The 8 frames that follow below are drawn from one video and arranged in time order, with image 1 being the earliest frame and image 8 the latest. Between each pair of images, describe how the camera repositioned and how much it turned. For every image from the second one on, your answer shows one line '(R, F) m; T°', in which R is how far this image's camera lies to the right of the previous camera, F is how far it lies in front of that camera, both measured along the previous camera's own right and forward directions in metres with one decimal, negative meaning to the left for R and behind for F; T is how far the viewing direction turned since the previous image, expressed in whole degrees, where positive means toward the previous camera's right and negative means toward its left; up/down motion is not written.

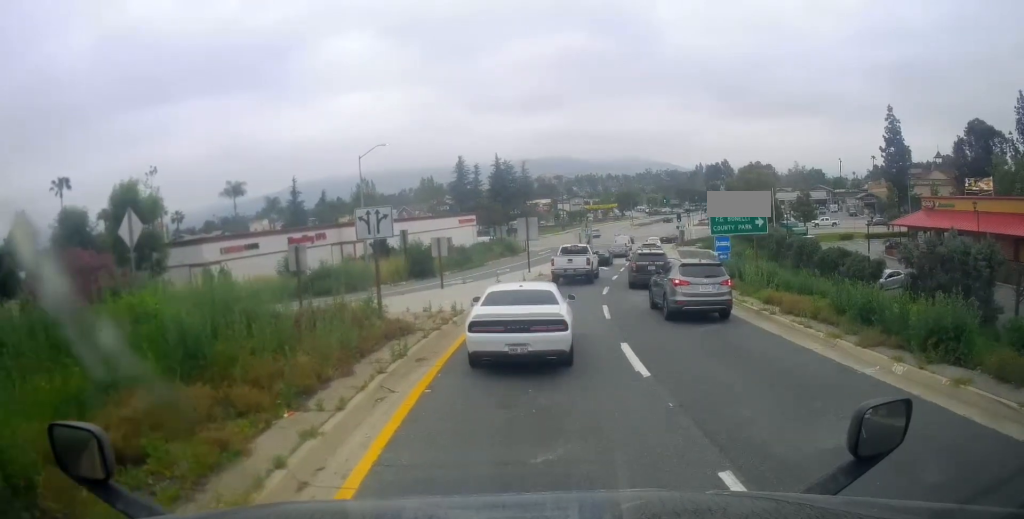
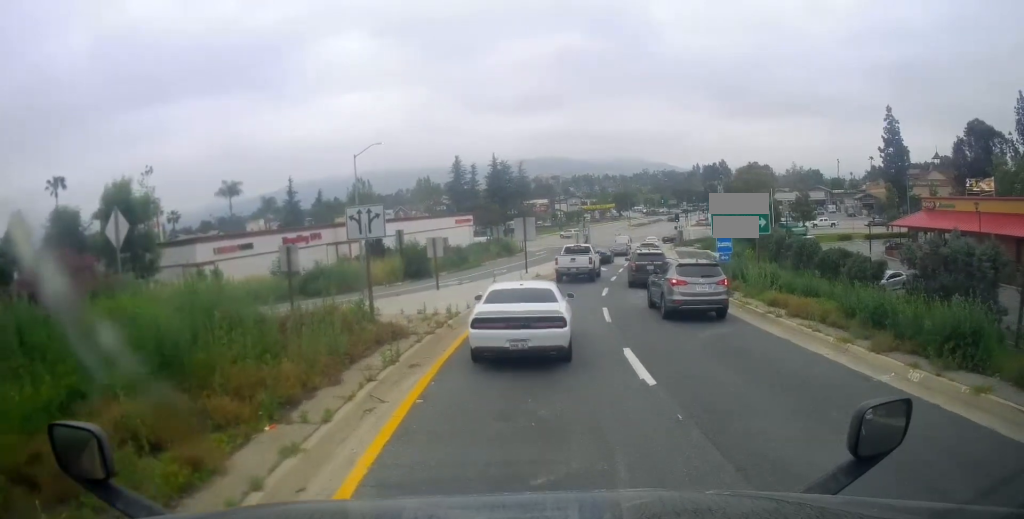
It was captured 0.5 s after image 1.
(-0.2, +0.3) m; 0°
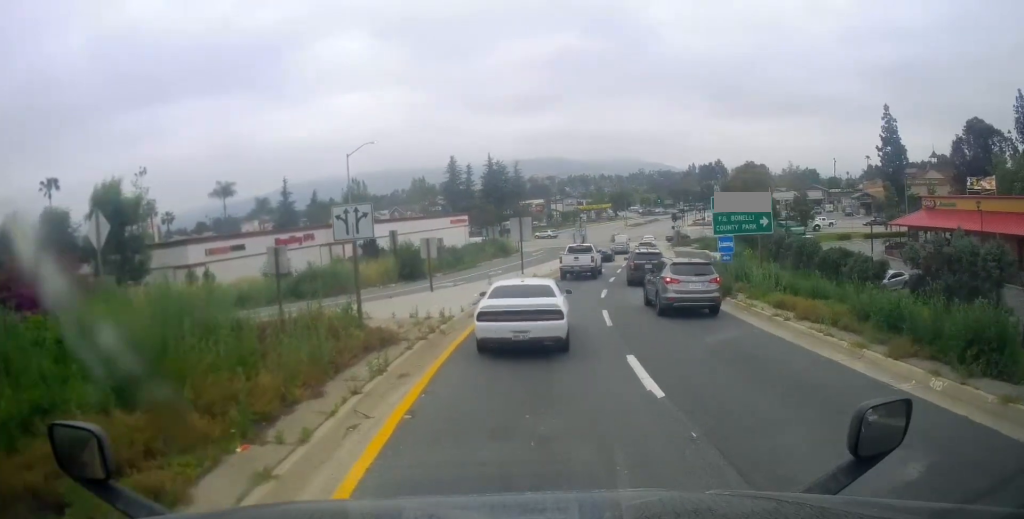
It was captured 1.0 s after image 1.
(-0.1, +0.4) m; 0°
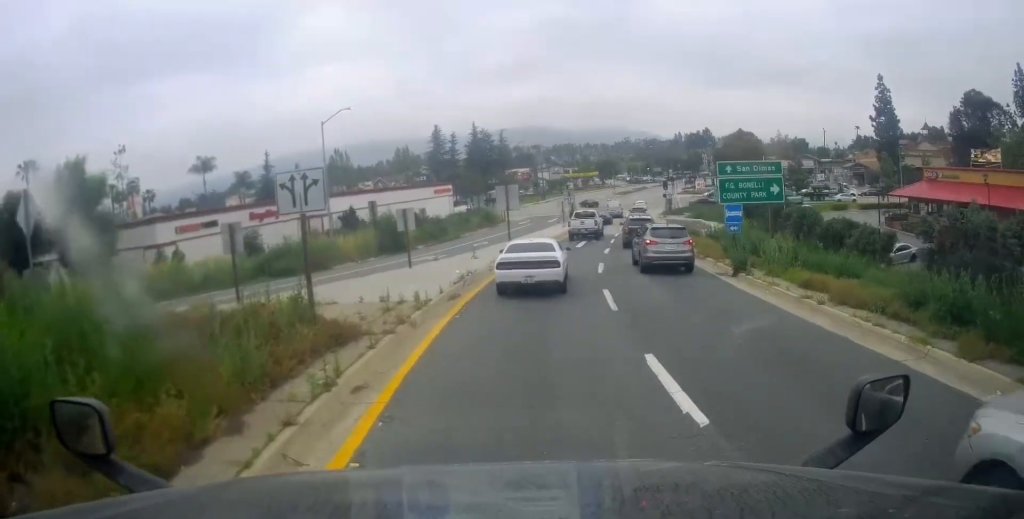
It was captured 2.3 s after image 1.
(-0.1, +1.3) m; -5°
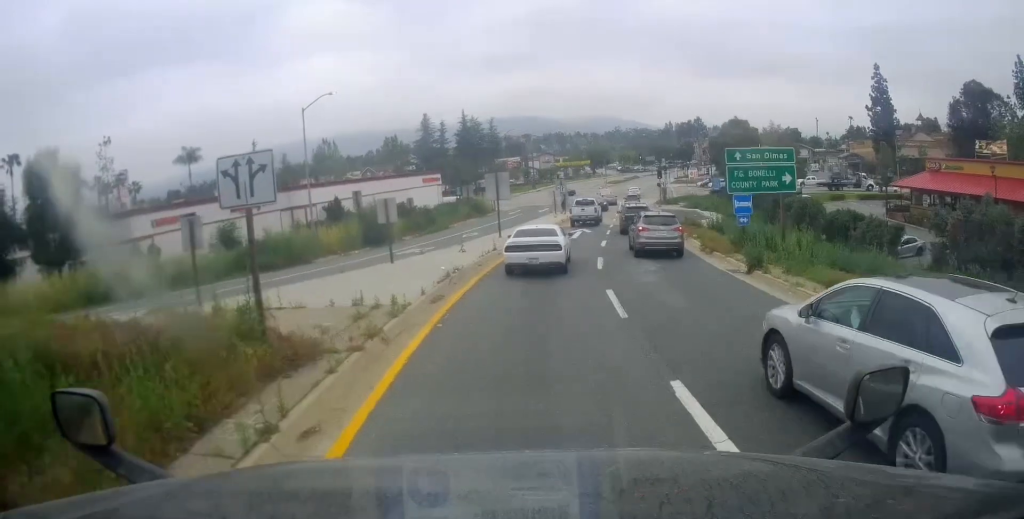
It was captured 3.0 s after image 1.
(-0.1, +1.1) m; -5°
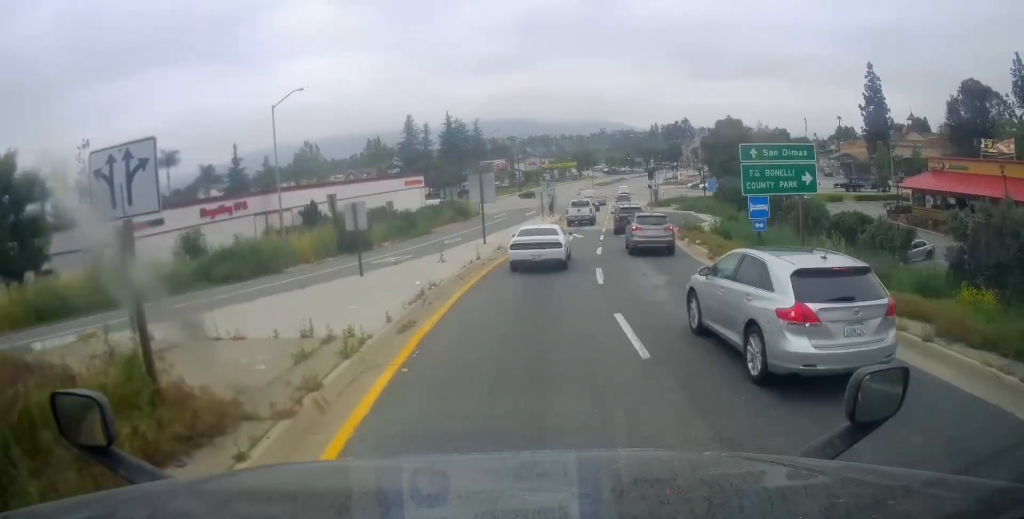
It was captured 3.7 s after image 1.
(-0.1, +1.6) m; -4°
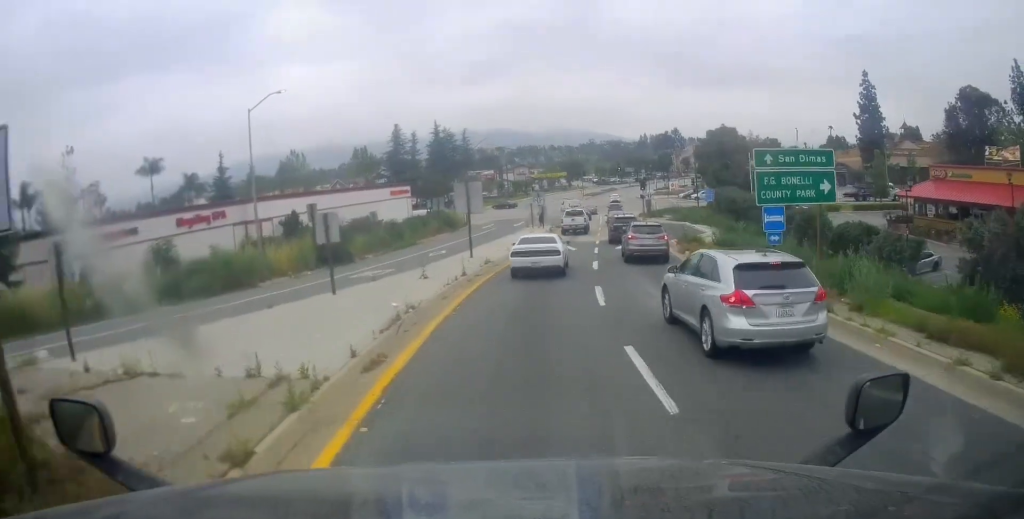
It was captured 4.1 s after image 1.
(-0.1, +1.8) m; +3°
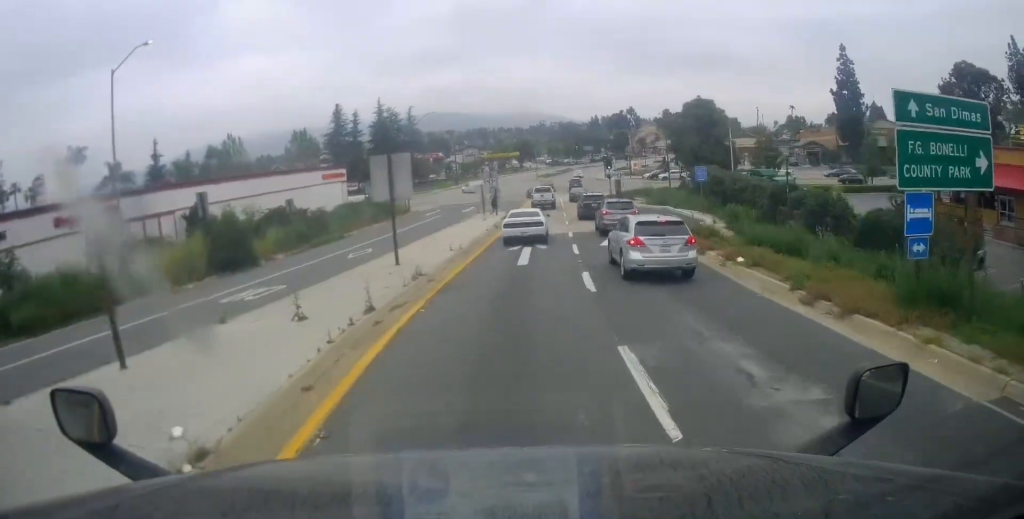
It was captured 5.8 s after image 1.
(+0.9, +8.3) m; +6°
